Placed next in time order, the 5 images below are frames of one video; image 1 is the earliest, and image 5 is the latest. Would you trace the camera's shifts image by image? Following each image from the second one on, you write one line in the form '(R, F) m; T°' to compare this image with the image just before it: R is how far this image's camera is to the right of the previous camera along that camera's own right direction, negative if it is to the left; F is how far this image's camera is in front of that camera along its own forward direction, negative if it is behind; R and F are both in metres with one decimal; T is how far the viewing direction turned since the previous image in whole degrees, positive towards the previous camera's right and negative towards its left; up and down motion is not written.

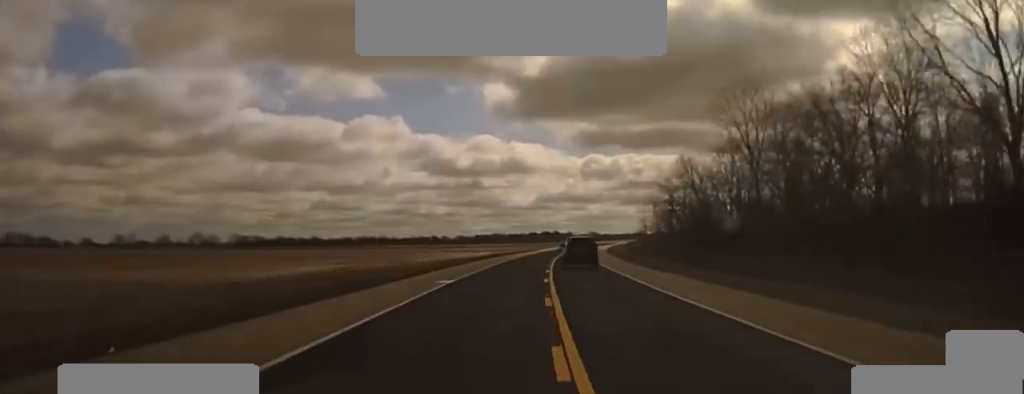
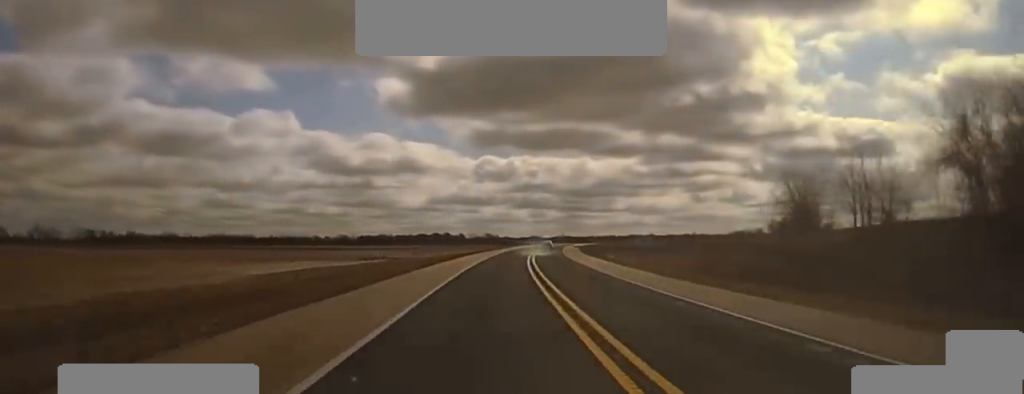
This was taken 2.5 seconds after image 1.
(+5.2, +124.2) m; +6°
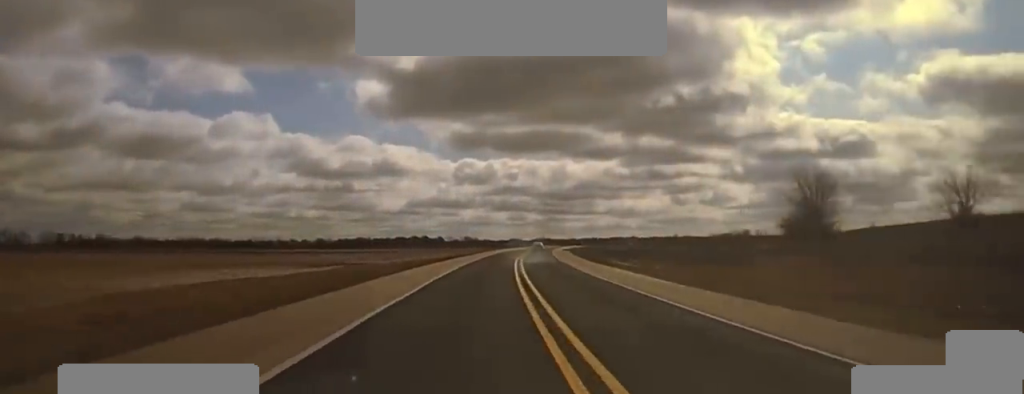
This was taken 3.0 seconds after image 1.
(+0.6, +25.5) m; +1°
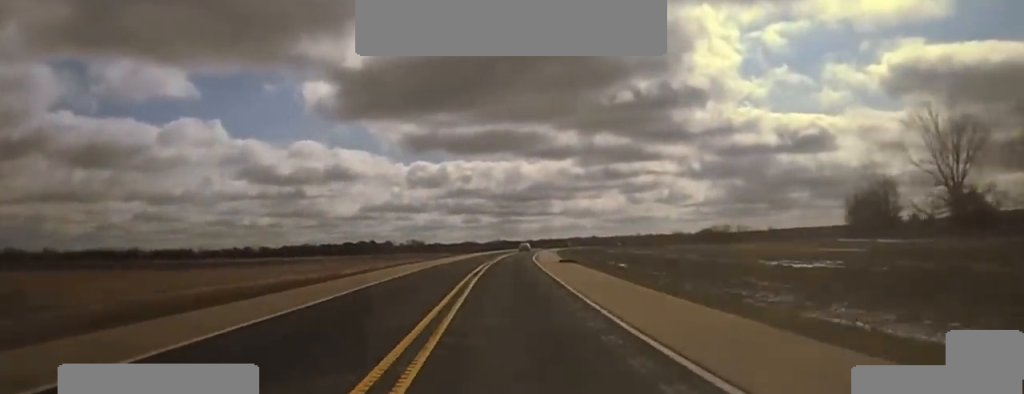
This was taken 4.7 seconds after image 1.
(+3.5, +100.5) m; +3°
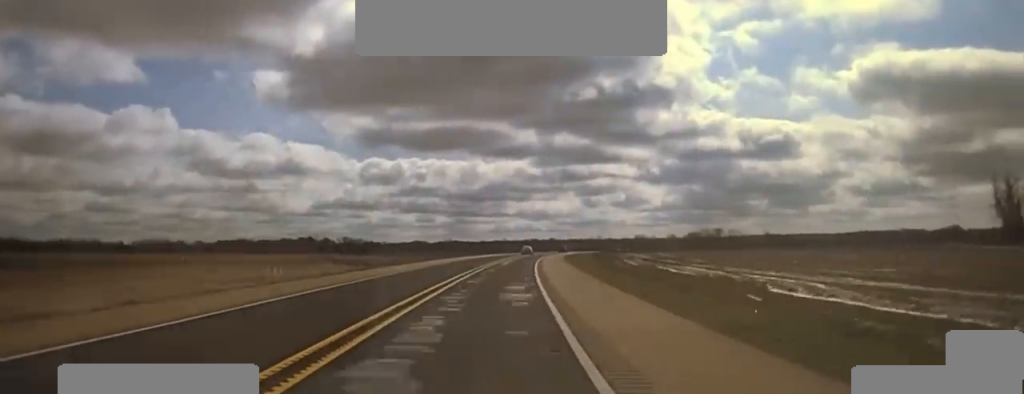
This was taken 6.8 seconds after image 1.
(+3.6, +137.9) m; +3°
